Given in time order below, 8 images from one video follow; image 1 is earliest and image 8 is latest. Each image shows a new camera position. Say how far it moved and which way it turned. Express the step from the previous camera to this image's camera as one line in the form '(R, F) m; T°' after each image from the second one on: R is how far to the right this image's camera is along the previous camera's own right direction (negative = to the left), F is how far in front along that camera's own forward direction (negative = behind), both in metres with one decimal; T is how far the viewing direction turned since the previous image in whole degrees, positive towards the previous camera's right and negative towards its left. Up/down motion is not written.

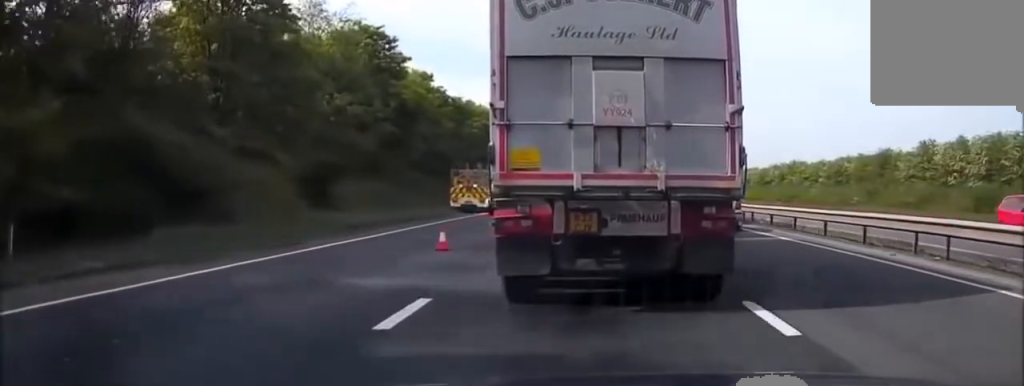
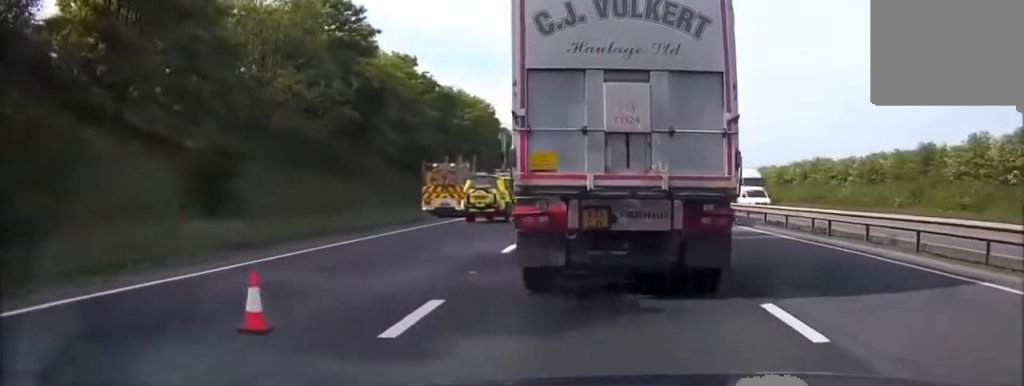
(0.0, +9.9) m; 0°
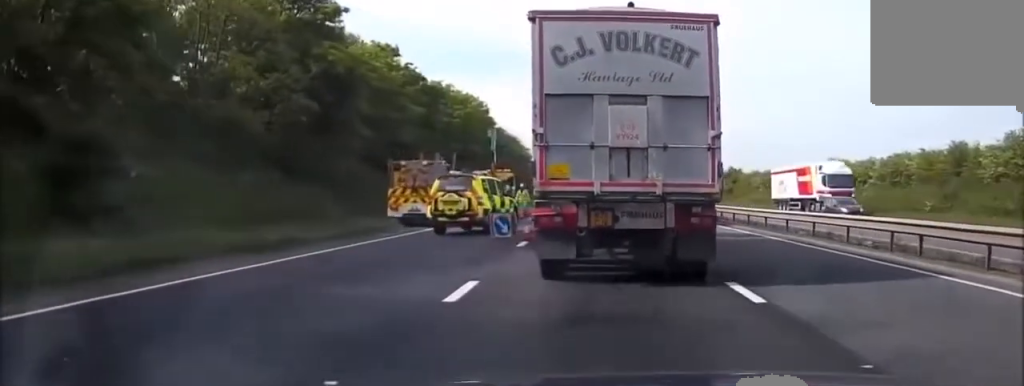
(0.0, +6.9) m; 0°
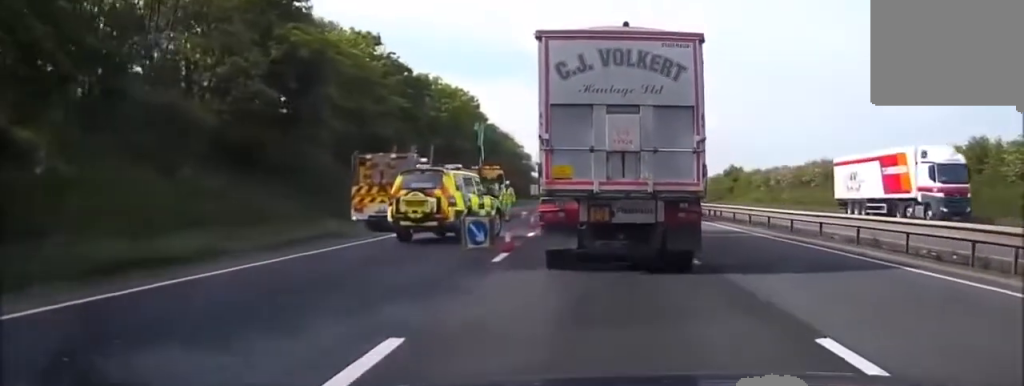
(0.0, +4.5) m; 0°
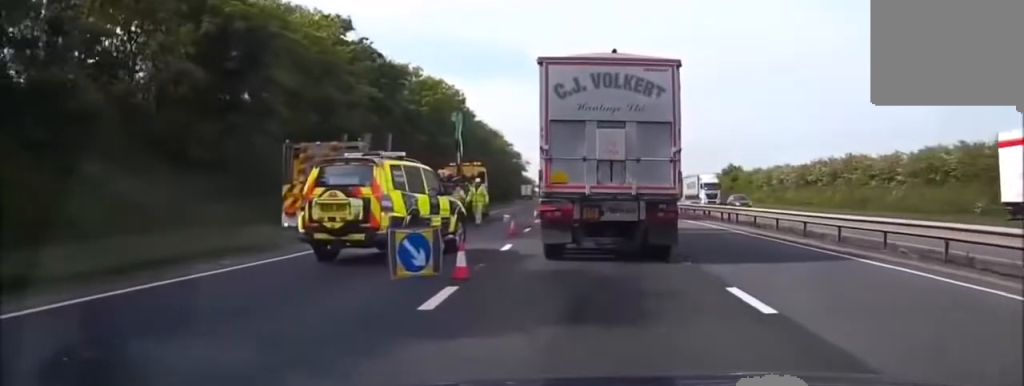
(0.0, +6.2) m; +1°
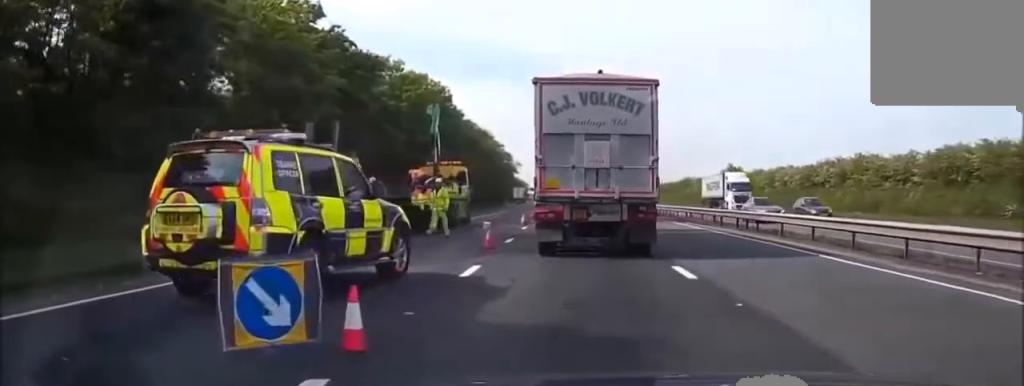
(0.0, +5.1) m; 0°
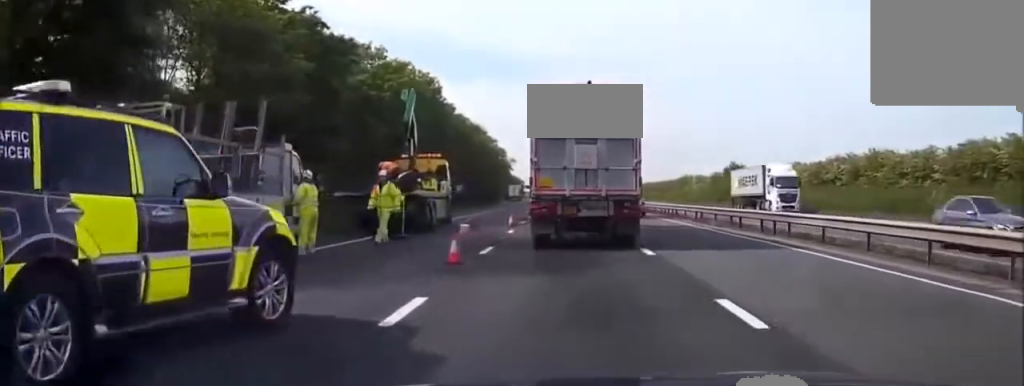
(0.0, +5.1) m; 0°
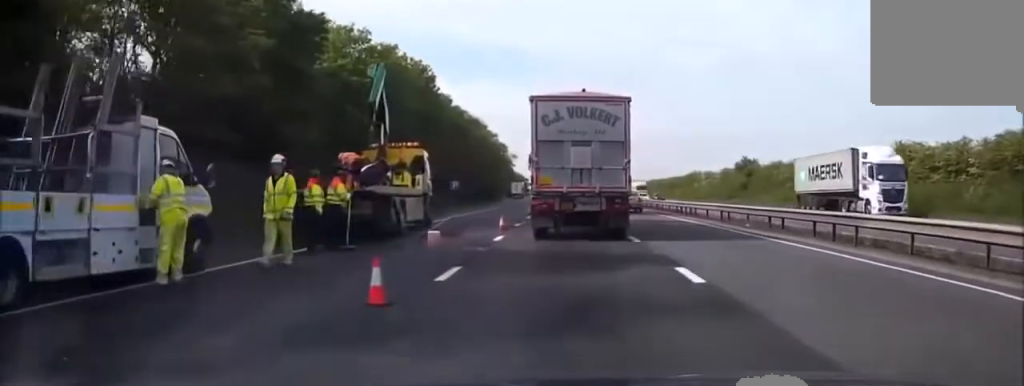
(0.0, +5.4) m; 0°
